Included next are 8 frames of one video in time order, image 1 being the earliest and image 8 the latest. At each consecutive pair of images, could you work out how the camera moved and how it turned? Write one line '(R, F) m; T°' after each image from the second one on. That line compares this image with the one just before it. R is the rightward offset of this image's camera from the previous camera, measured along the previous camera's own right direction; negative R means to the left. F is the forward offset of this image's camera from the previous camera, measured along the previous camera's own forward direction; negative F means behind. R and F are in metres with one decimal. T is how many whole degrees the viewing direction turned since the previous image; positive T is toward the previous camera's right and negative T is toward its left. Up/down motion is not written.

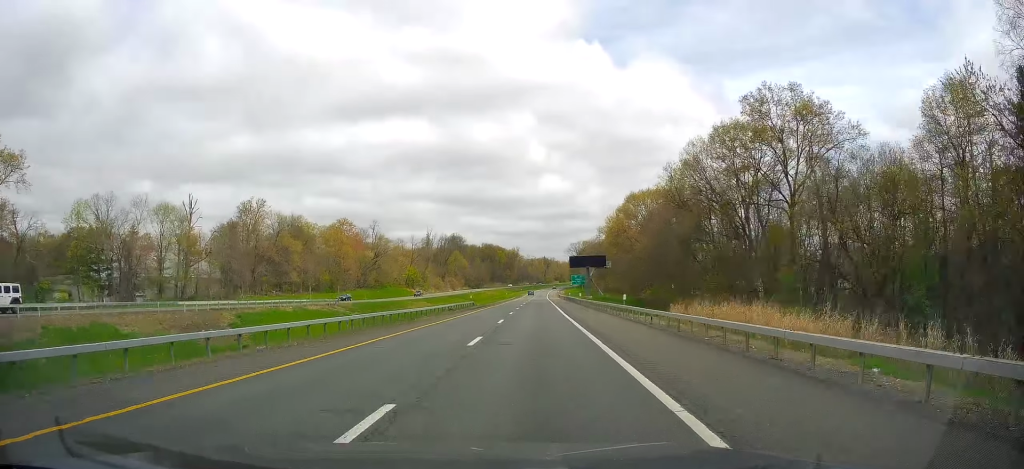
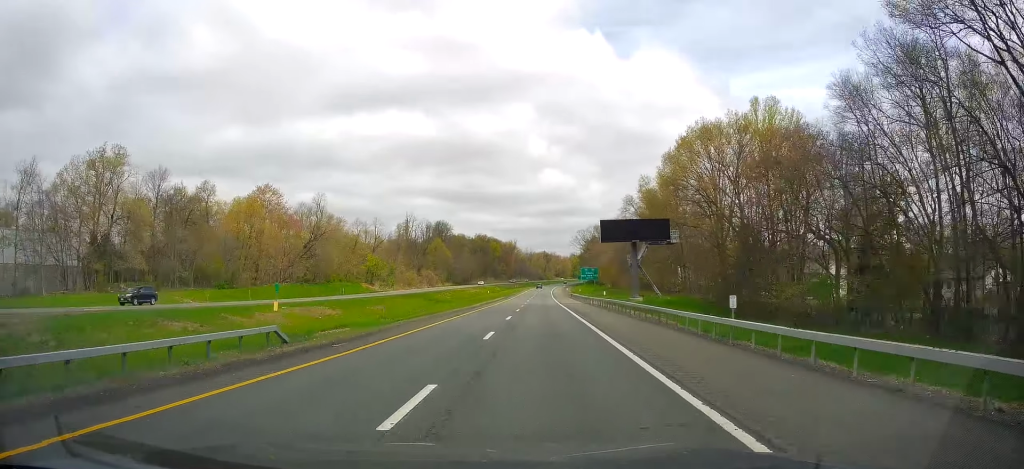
(-0.7, +59.3) m; 0°
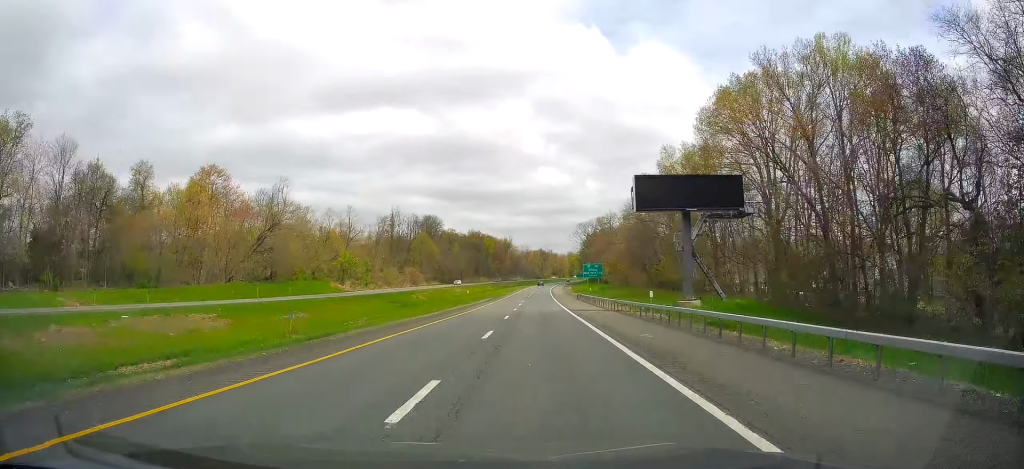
(+0.1, +24.6) m; 0°
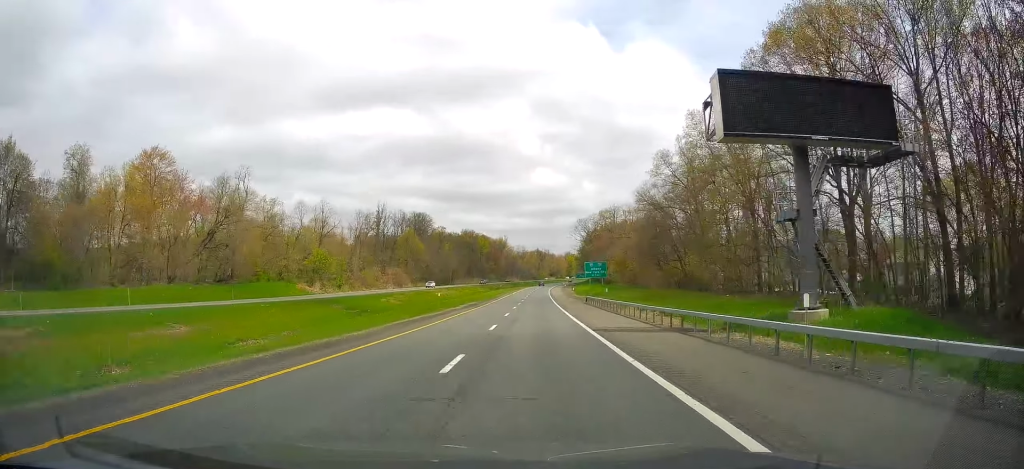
(-0.1, +19.4) m; 0°
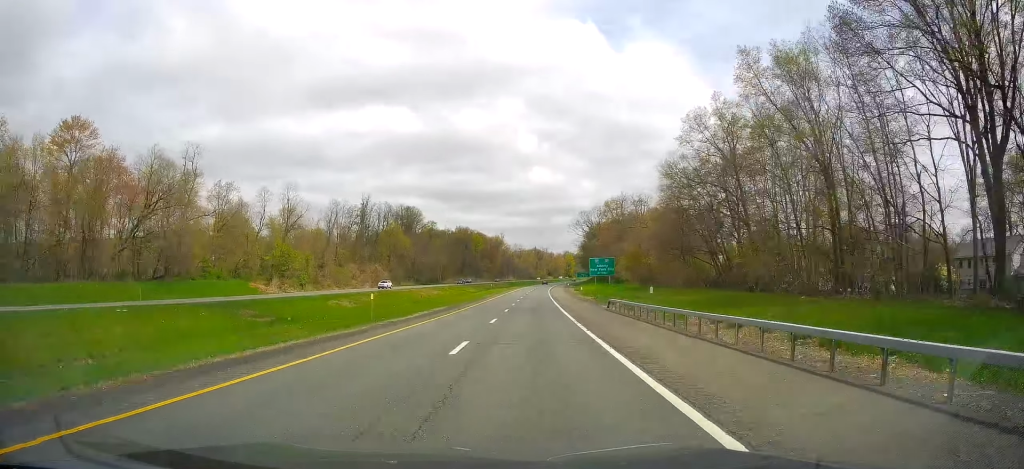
(+0.3, +21.4) m; 0°
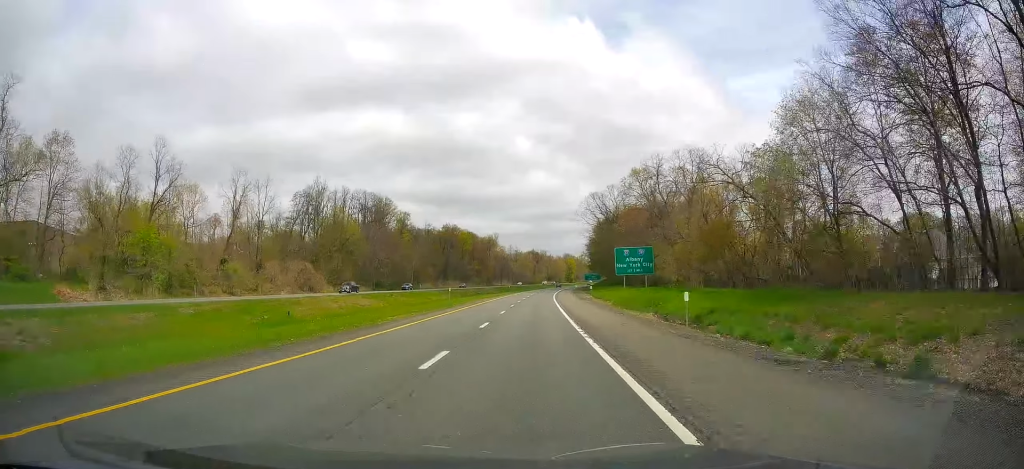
(-0.2, +51.0) m; 0°
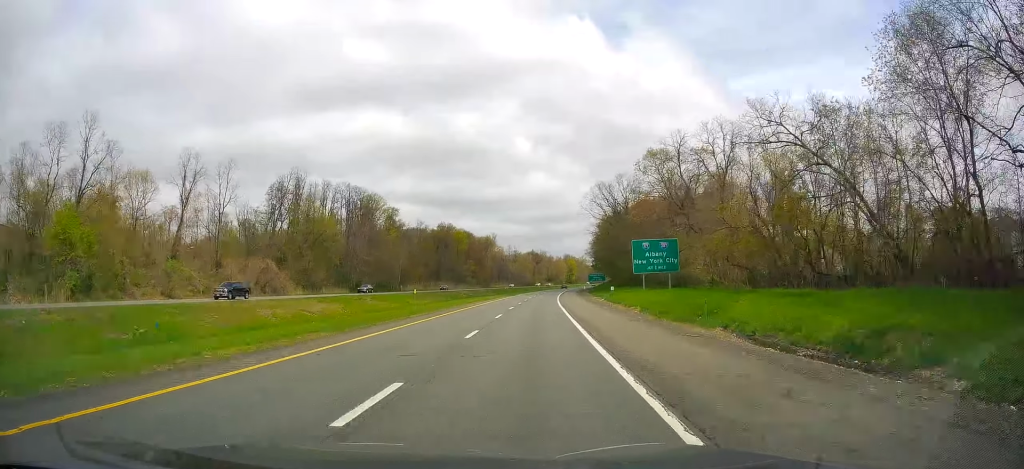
(+0.1, +17.3) m; 0°
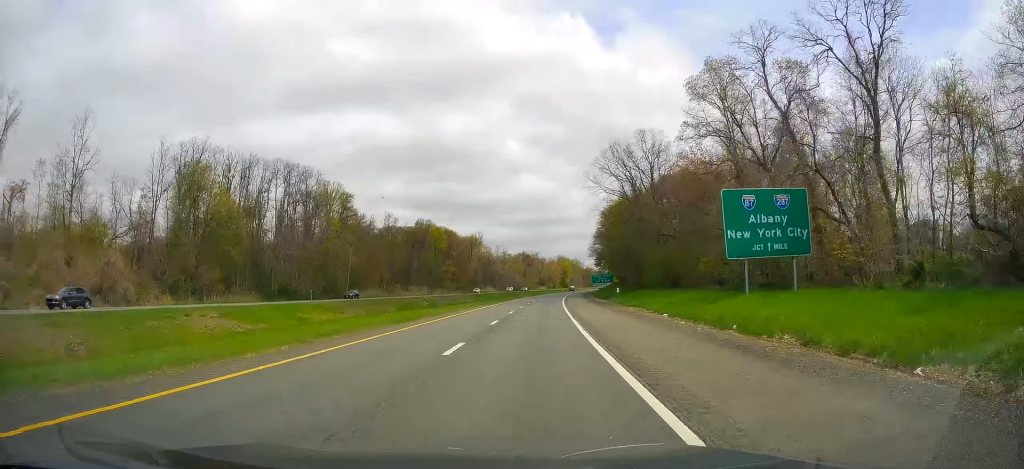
(0.0, +40.8) m; 0°
